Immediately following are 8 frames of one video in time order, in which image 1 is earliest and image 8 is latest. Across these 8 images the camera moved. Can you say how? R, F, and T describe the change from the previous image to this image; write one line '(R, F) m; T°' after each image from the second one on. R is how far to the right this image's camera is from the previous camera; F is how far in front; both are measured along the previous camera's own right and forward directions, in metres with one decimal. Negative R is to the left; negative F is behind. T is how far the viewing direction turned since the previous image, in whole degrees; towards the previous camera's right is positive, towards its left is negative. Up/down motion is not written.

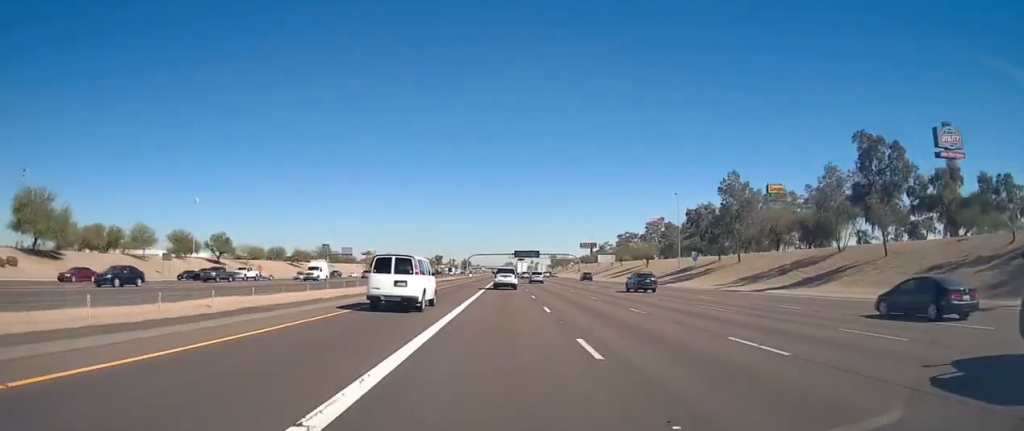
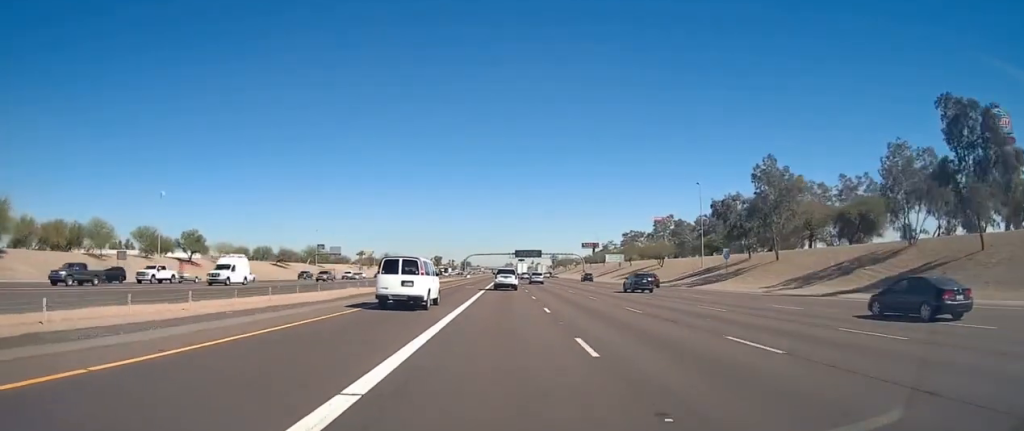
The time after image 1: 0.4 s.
(-0.1, +12.7) m; 0°
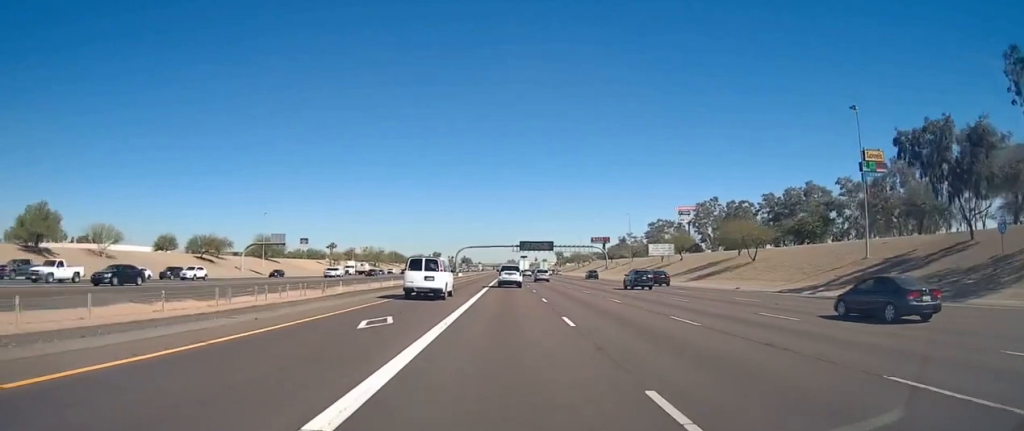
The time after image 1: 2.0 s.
(+0.1, +42.8) m; 0°
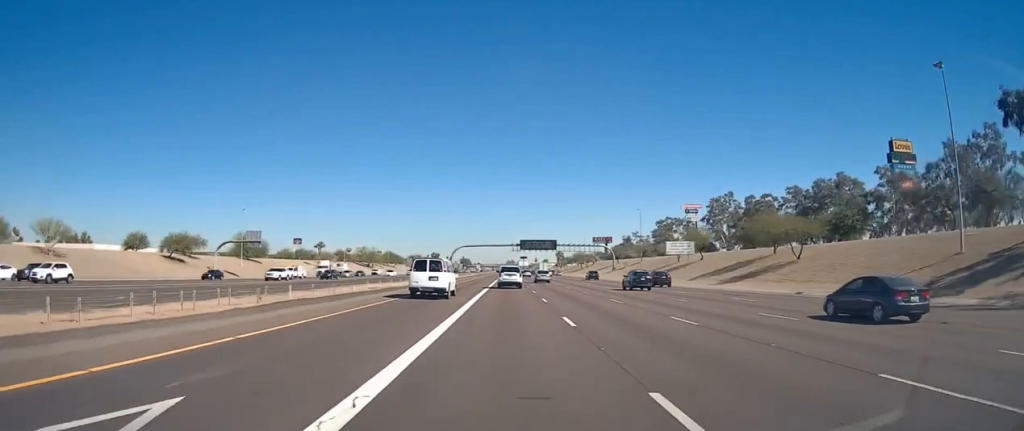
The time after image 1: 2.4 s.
(0.0, +12.0) m; 0°
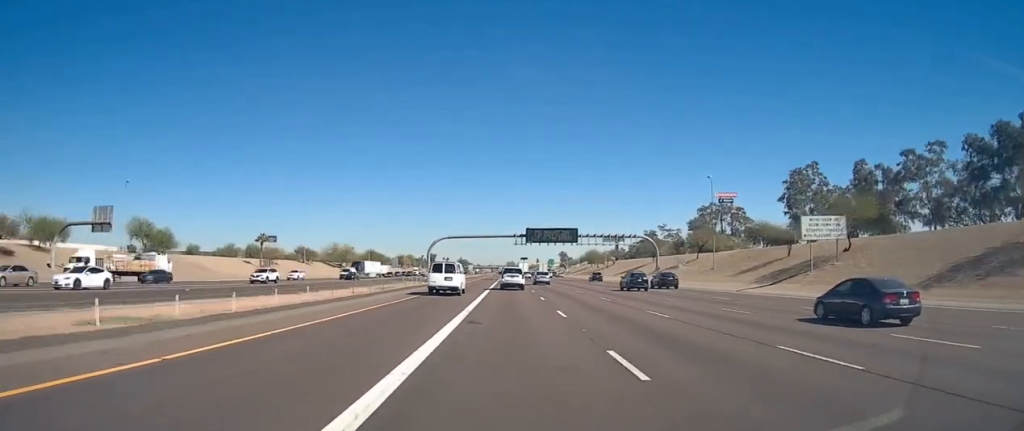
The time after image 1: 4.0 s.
(-0.1, +42.5) m; 0°
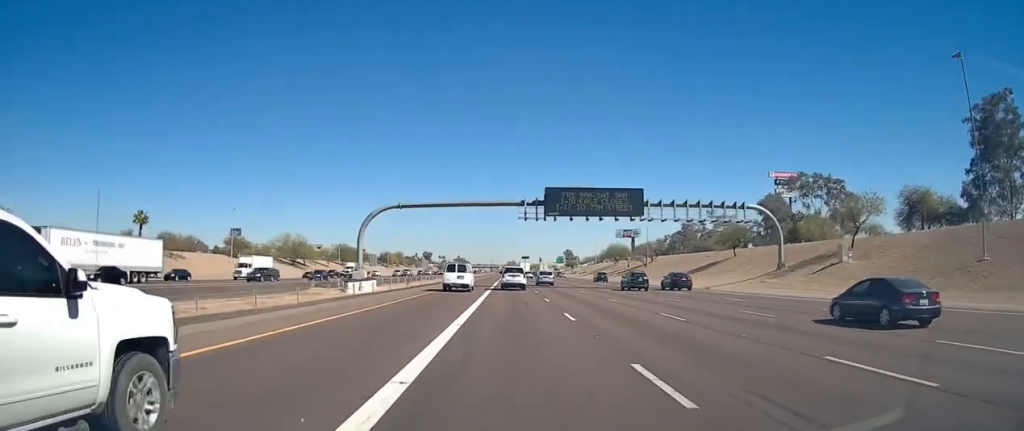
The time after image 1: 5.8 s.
(+0.1, +45.3) m; 0°
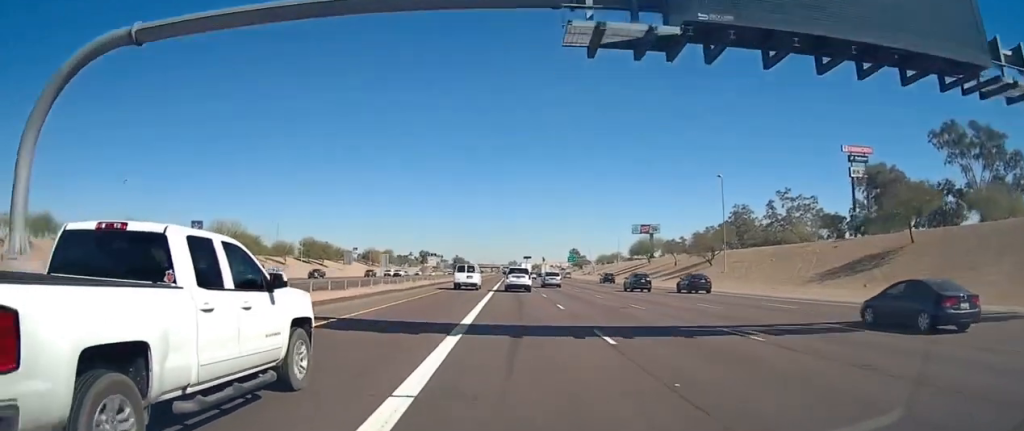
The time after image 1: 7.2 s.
(-0.1, +39.4) m; 0°
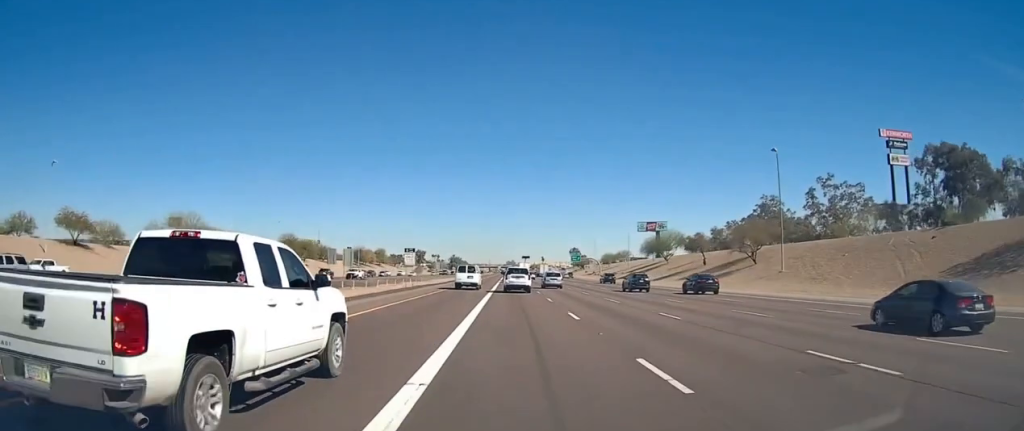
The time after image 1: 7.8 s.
(0.0, +17.9) m; 0°
